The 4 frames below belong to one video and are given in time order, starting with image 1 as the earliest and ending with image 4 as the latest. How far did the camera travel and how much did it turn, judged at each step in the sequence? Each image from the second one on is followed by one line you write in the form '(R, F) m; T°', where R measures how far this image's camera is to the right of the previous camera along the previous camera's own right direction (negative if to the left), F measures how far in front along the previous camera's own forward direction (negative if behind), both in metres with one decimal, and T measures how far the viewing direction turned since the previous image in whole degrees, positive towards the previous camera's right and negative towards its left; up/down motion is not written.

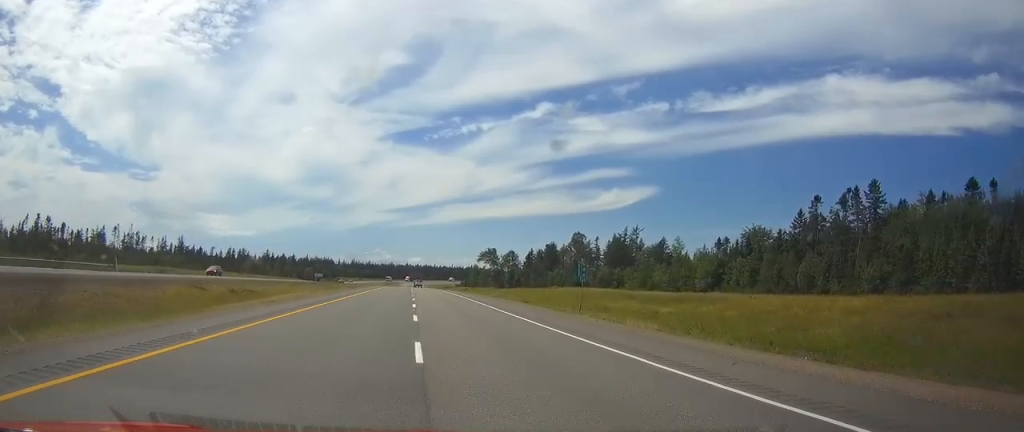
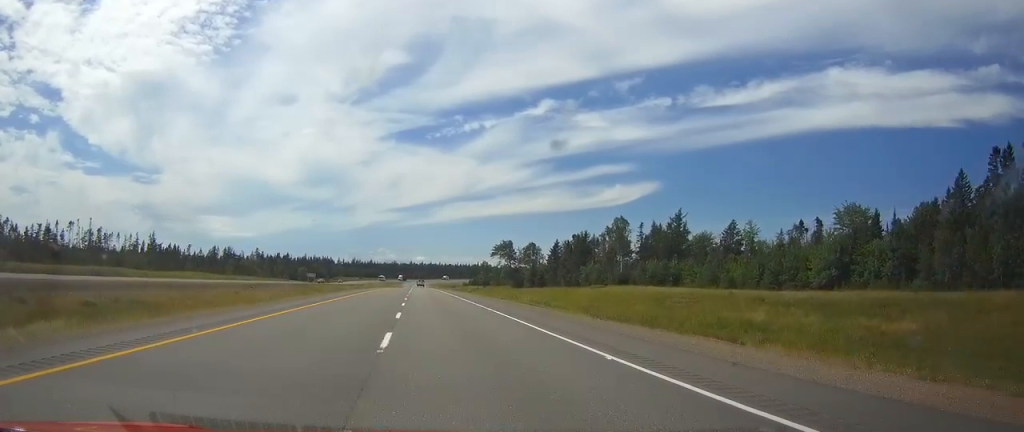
(0.0, +34.1) m; 0°
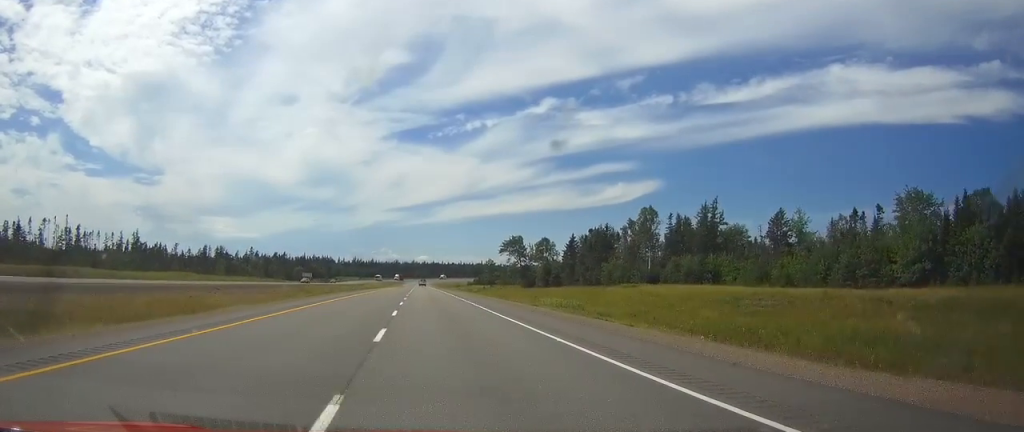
(0.0, +16.5) m; 0°
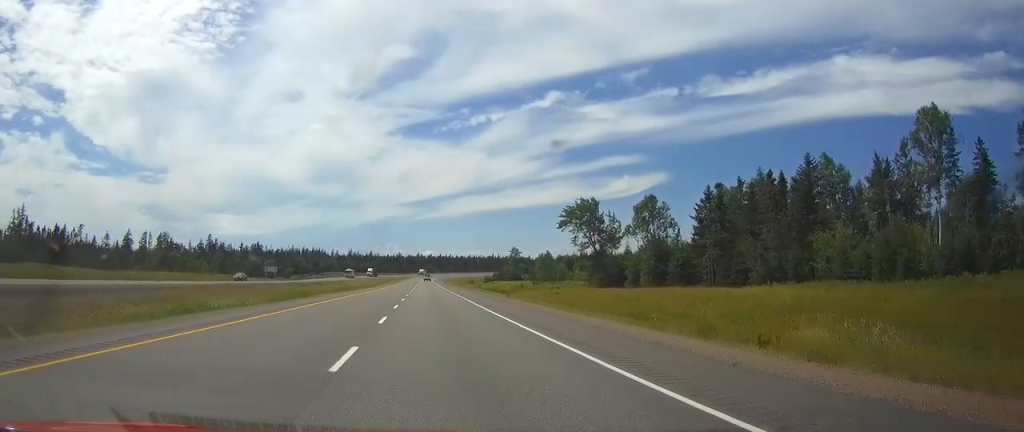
(0.0, +76.0) m; 0°
